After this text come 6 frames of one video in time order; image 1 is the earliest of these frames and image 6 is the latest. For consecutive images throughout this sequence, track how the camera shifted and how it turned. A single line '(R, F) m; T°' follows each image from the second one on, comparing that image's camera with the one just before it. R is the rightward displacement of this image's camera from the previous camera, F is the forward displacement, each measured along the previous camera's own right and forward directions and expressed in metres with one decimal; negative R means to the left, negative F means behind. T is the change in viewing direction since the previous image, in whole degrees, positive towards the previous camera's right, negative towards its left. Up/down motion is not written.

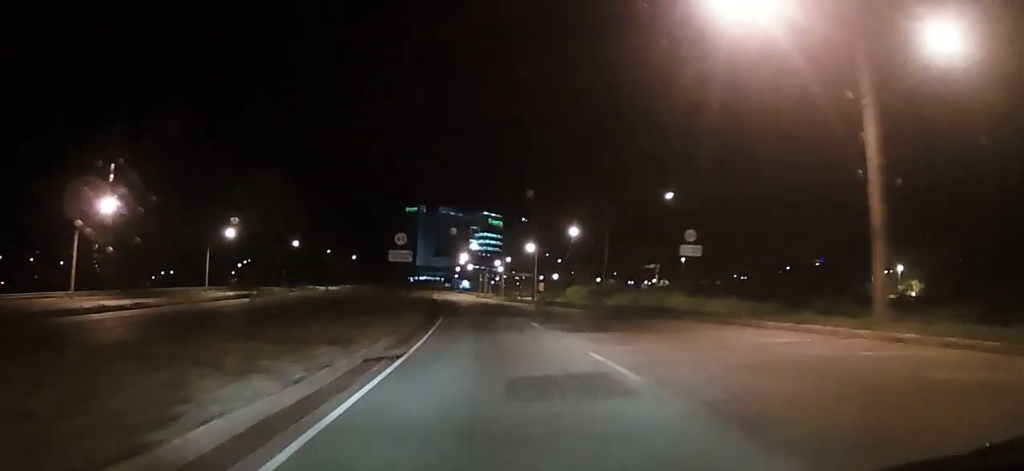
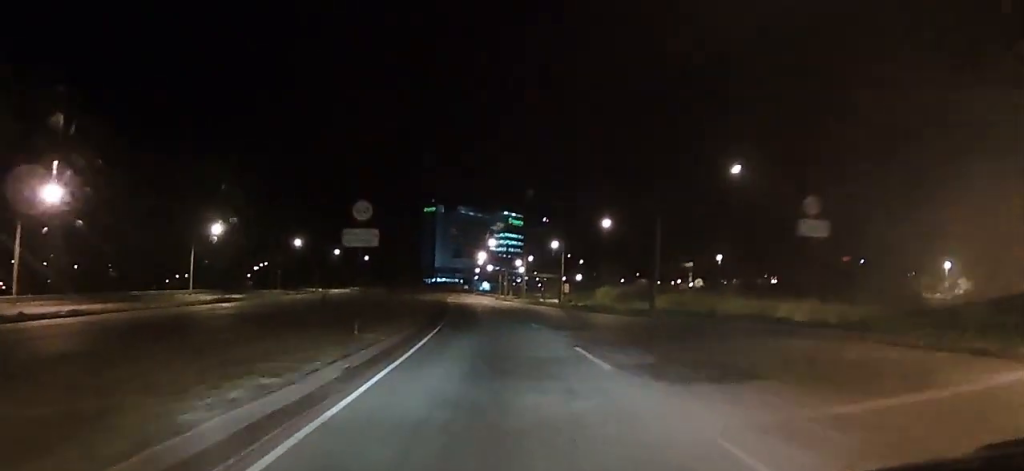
(-0.3, +10.0) m; -2°
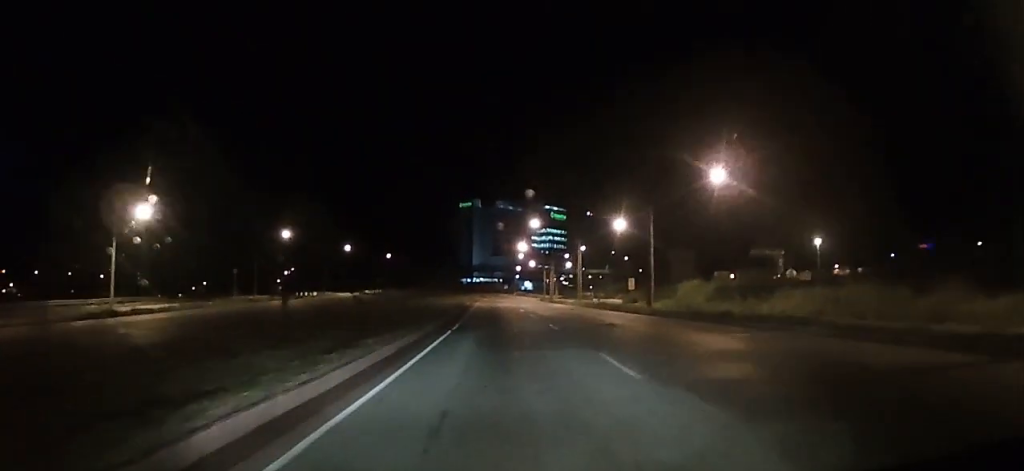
(-0.3, +25.9) m; -1°
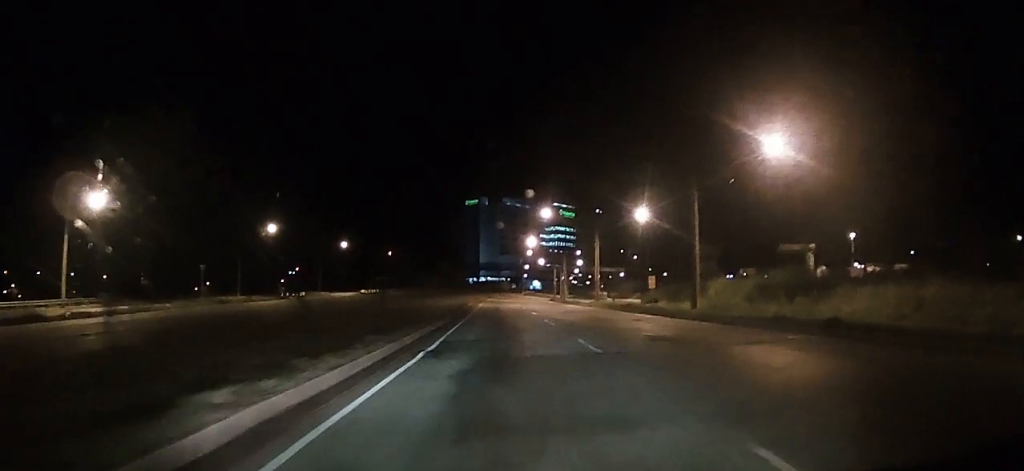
(0.0, +8.6) m; 0°
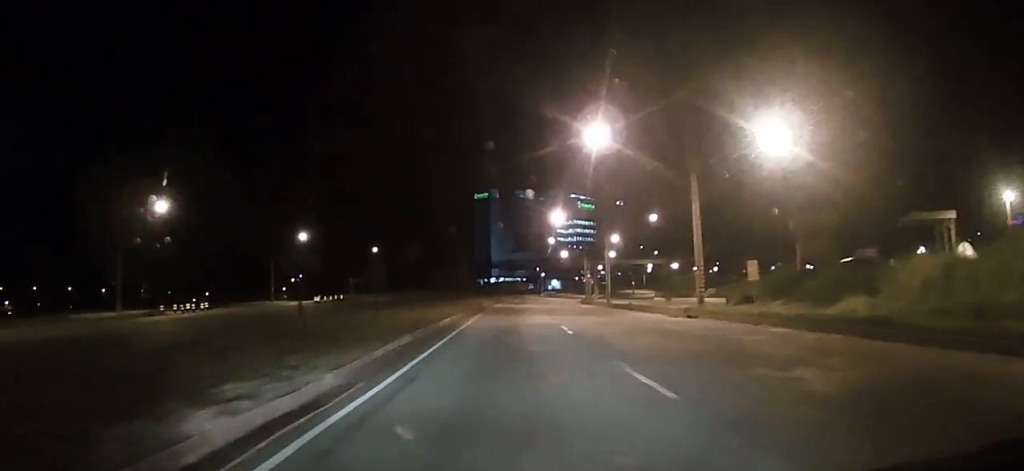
(-0.6, +30.3) m; -4°
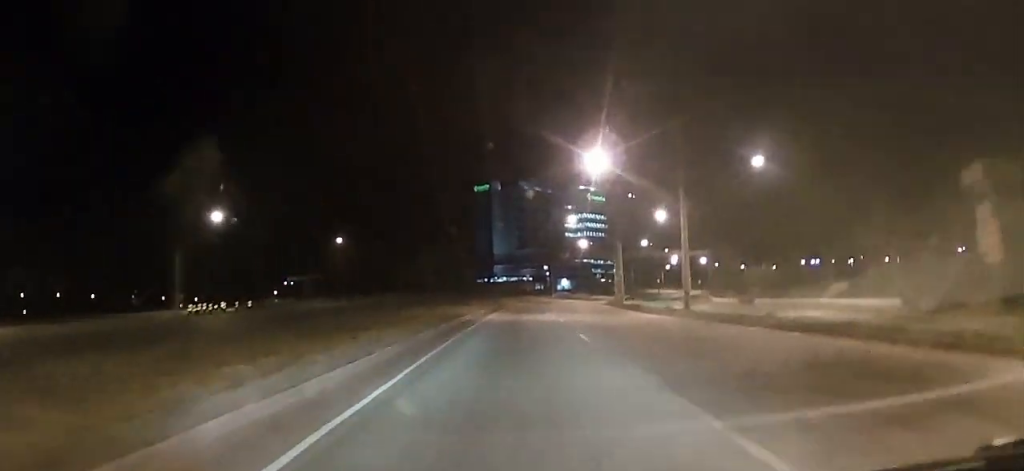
(-0.2, +27.7) m; +2°
